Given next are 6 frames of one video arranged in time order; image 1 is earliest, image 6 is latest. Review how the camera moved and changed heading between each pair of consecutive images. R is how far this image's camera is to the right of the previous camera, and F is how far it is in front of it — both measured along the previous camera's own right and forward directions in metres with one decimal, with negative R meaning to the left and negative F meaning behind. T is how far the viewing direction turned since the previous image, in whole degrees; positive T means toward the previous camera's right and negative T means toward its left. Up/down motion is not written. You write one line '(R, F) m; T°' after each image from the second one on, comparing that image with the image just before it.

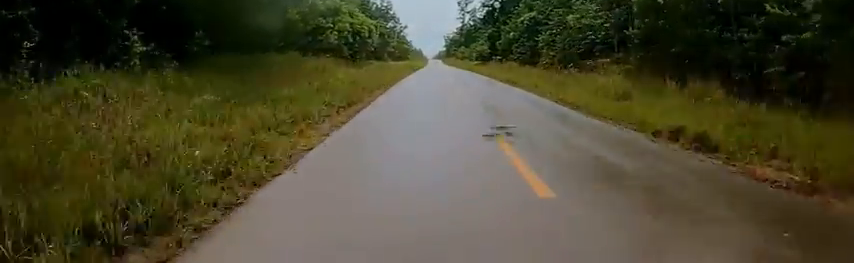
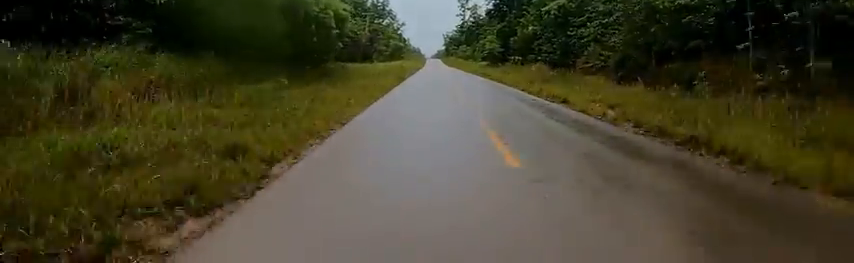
(-0.7, +15.7) m; -2°
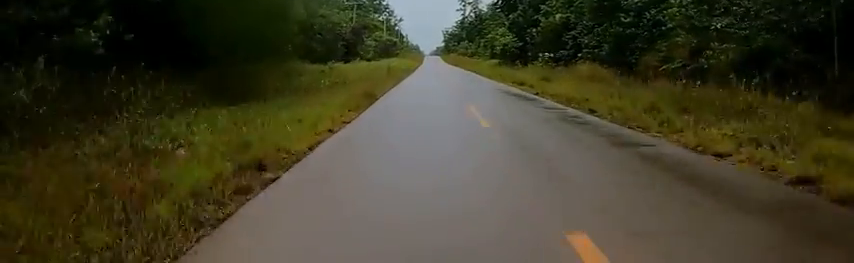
(+0.1, +13.7) m; +3°
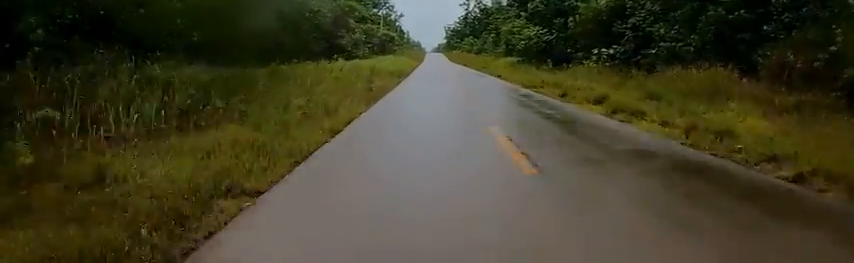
(+0.5, +11.7) m; +2°
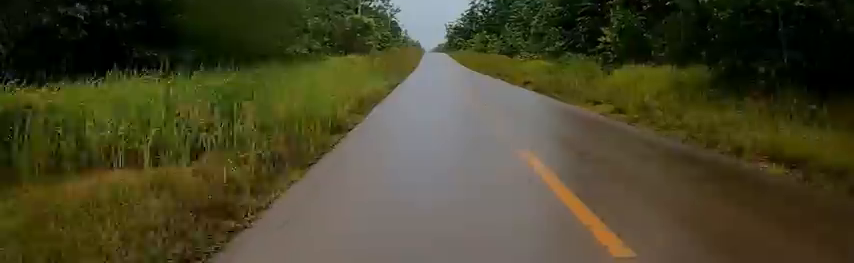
(+0.1, +34.3) m; -1°
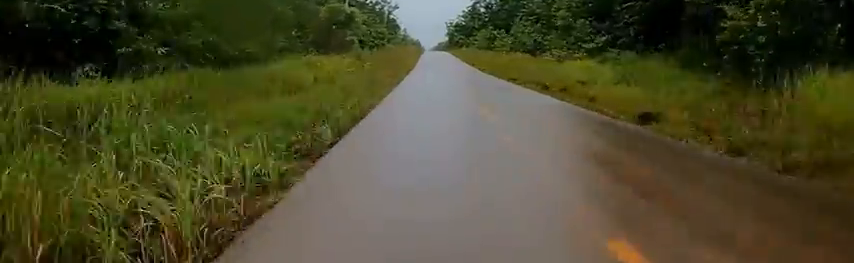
(-0.2, +11.5) m; 0°
